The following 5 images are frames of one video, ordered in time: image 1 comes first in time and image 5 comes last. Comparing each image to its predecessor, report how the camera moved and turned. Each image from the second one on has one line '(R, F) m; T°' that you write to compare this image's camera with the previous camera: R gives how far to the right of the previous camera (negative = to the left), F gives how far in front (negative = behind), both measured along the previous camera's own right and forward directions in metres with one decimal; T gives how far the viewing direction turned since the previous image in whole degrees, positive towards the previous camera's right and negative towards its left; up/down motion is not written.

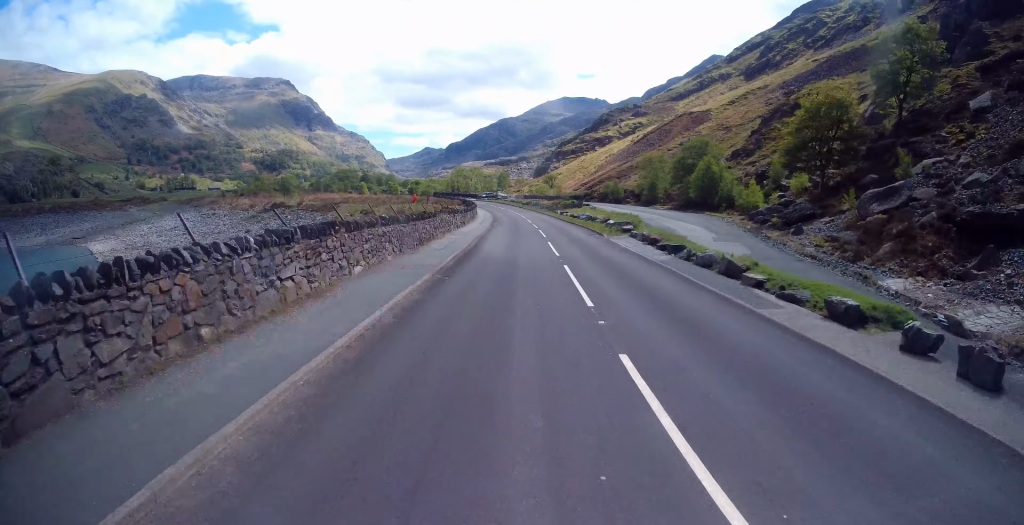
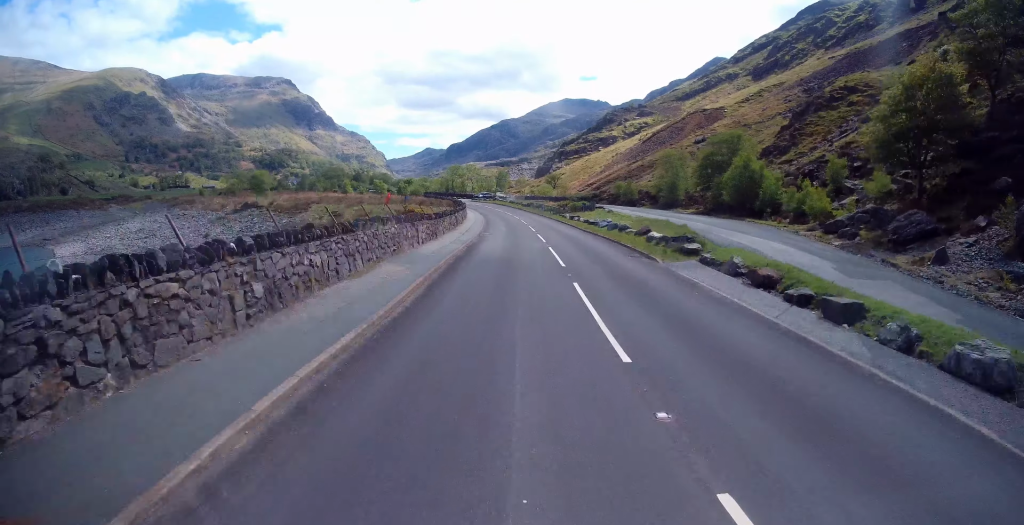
(+0.1, +12.3) m; 0°
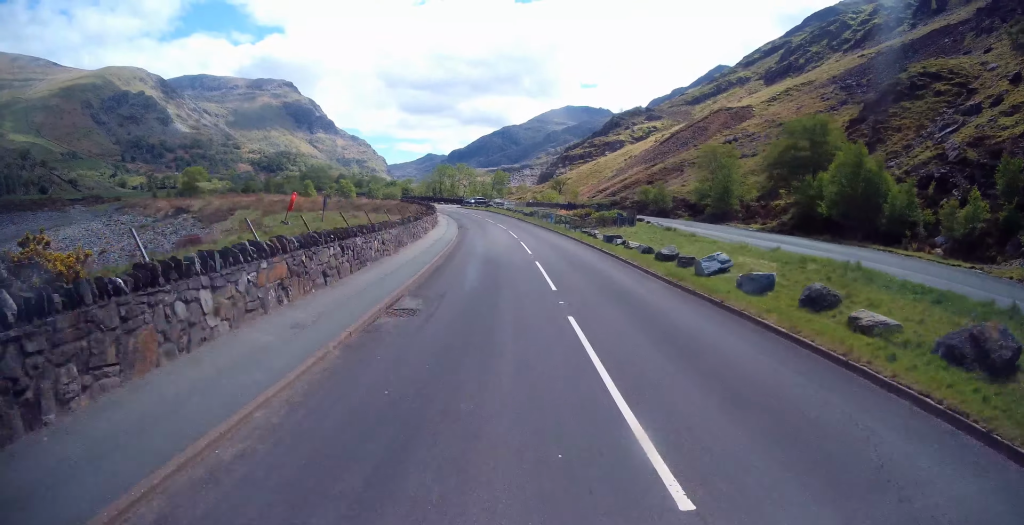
(-0.1, +21.4) m; 0°
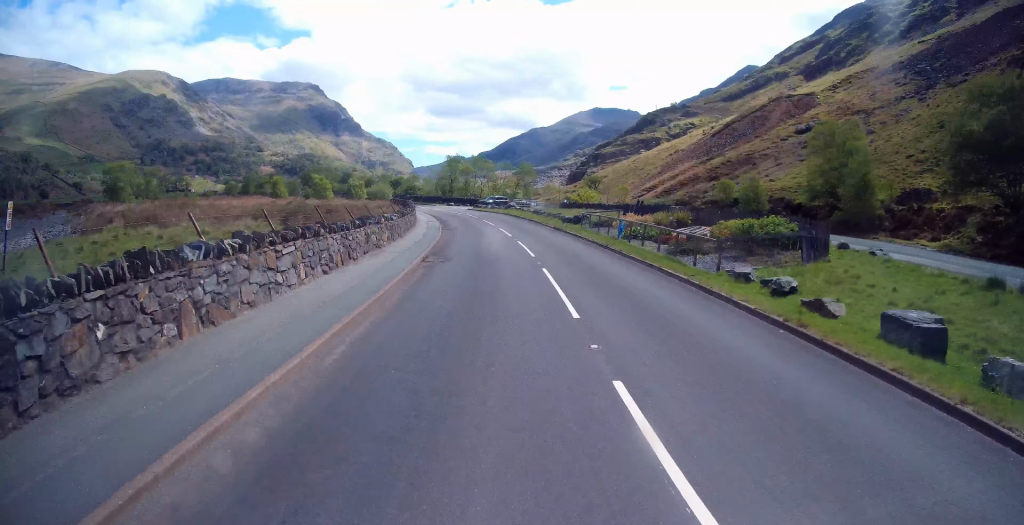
(-0.1, +22.5) m; -1°
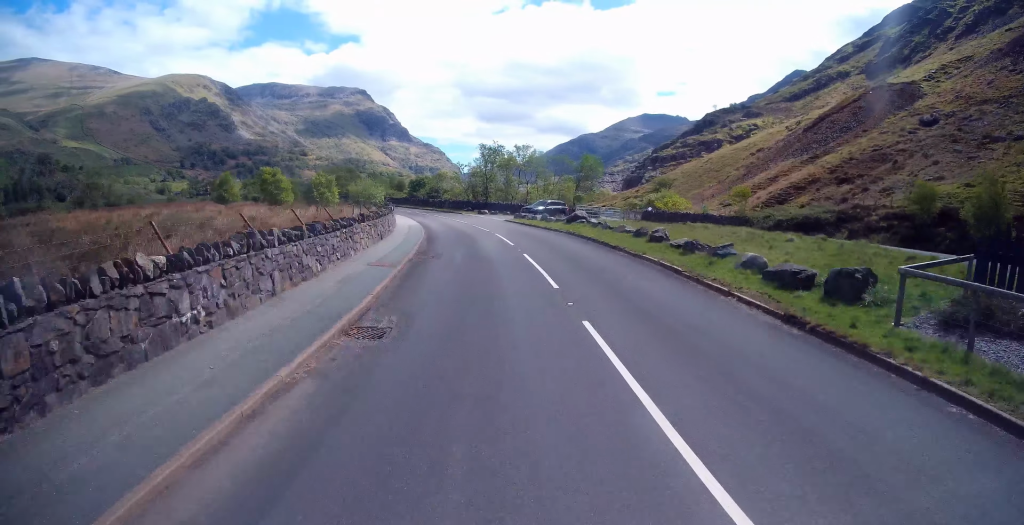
(-0.4, +25.5) m; -3°
